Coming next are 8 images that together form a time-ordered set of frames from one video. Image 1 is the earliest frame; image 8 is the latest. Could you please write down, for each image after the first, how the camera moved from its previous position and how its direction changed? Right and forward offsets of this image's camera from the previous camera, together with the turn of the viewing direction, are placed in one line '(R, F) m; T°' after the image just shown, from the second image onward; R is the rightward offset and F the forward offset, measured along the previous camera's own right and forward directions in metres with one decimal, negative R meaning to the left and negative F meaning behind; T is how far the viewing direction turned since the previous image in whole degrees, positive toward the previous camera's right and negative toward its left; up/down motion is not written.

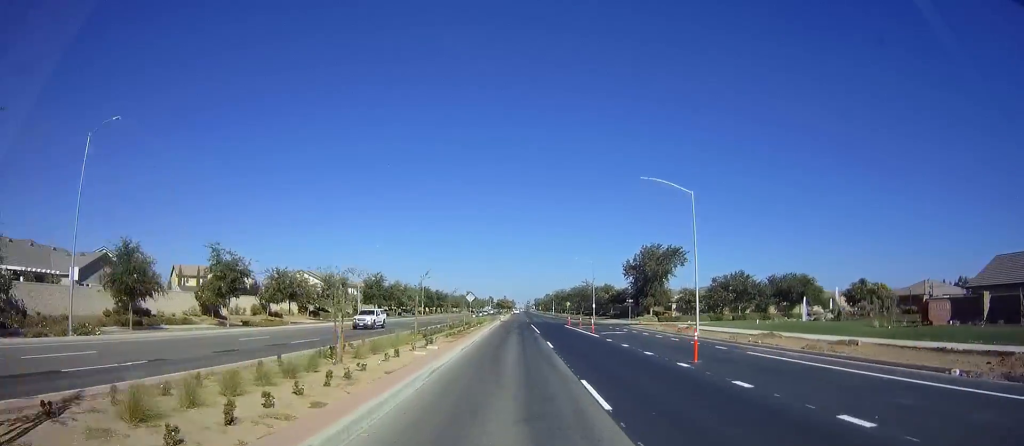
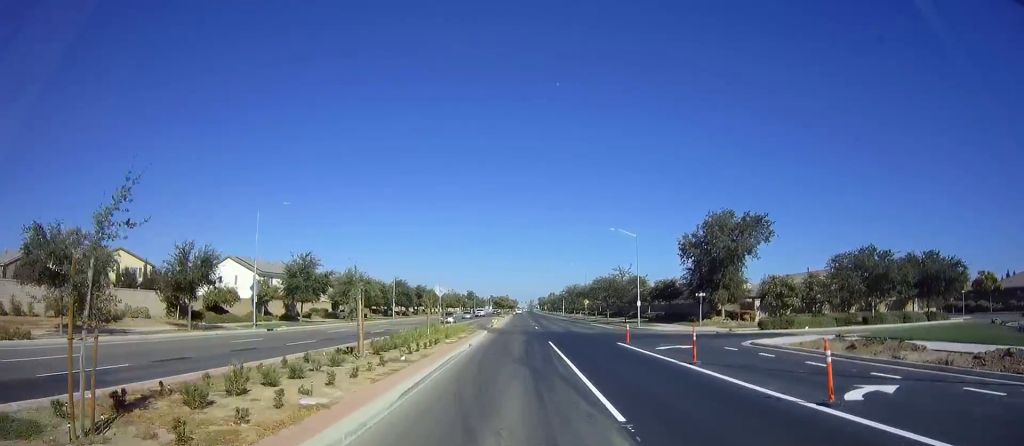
(+0.2, +30.2) m; 0°
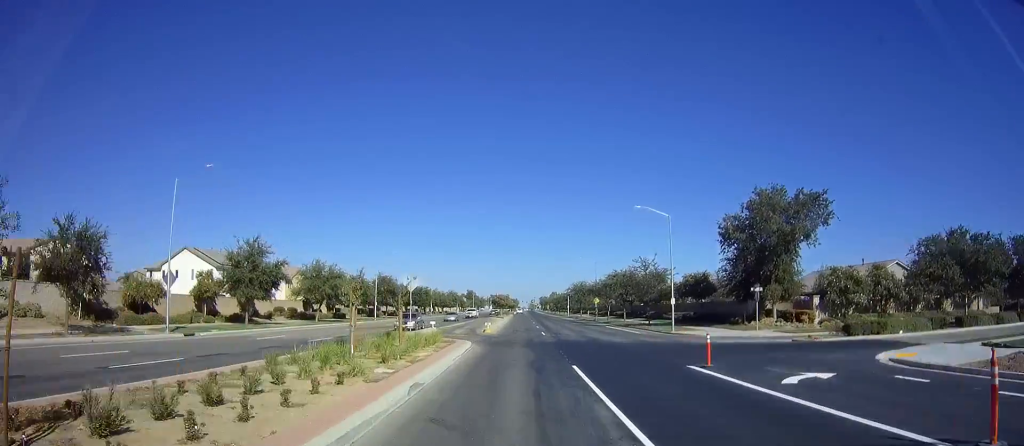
(+0.2, +12.0) m; 0°
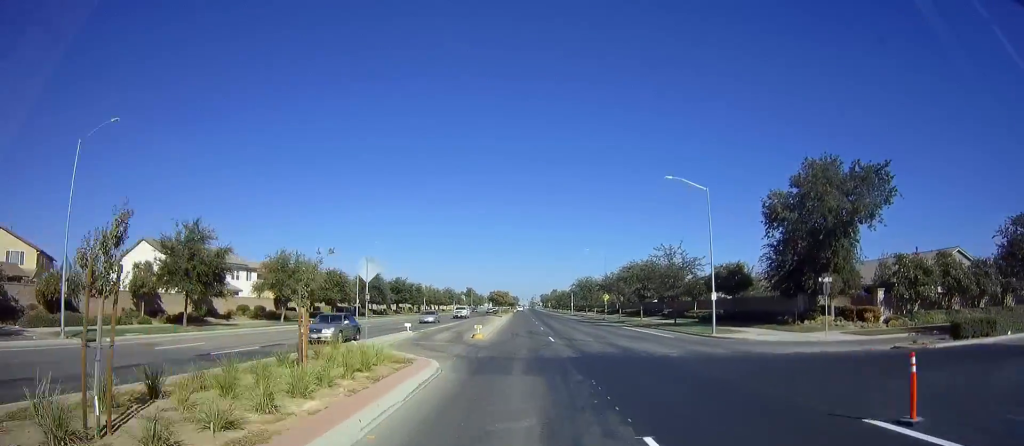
(-0.2, +9.2) m; 0°
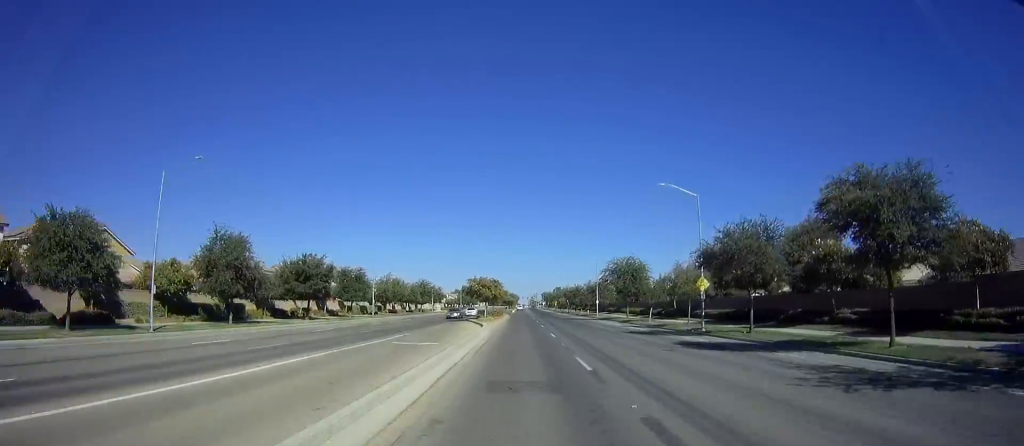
(-0.1, +40.9) m; 0°
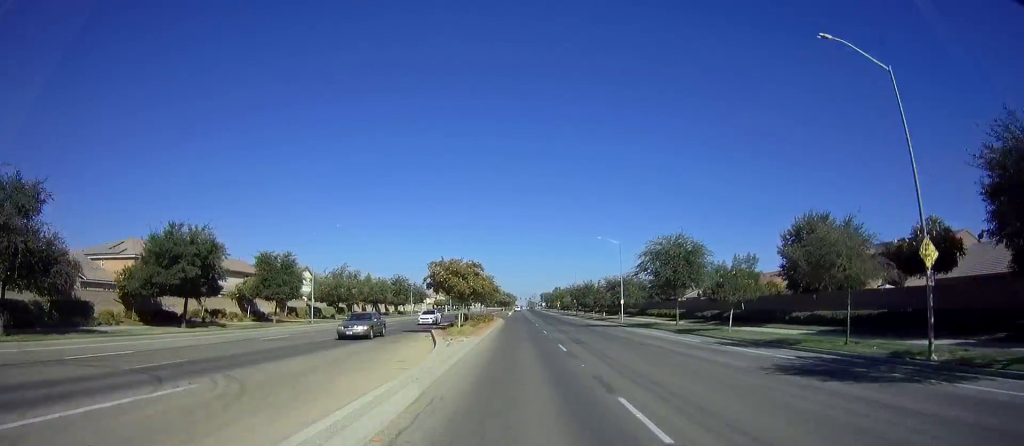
(0.0, +22.0) m; 0°
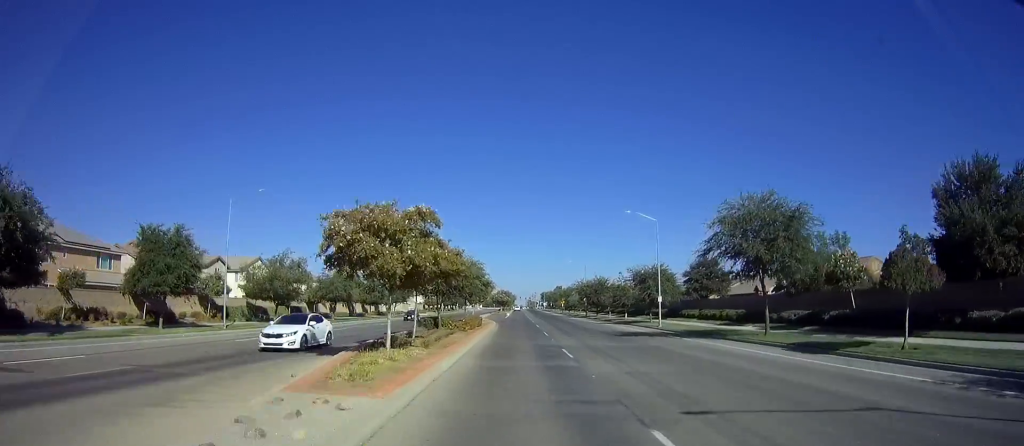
(0.0, +17.1) m; 0°
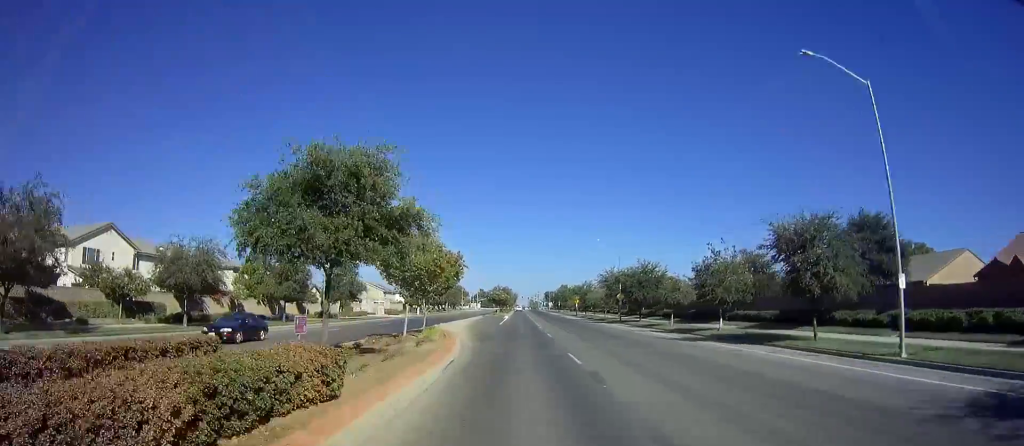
(0.0, +30.9) m; 0°
